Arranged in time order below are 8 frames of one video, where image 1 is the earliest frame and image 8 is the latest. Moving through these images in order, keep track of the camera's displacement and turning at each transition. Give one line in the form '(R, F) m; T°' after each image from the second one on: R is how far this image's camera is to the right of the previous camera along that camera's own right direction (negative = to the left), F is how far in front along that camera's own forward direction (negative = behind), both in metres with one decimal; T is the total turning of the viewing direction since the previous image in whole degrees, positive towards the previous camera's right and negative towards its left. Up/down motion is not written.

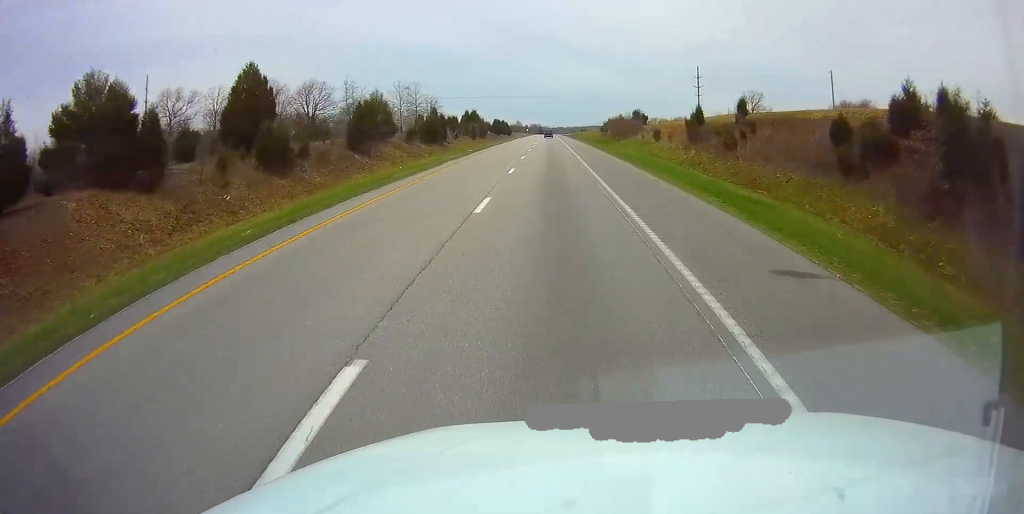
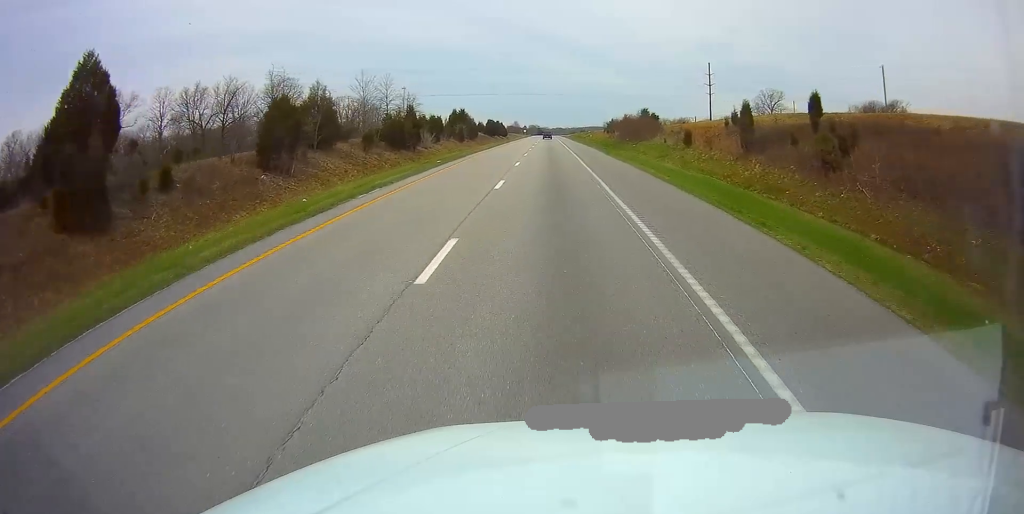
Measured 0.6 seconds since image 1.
(+0.1, +18.7) m; 0°
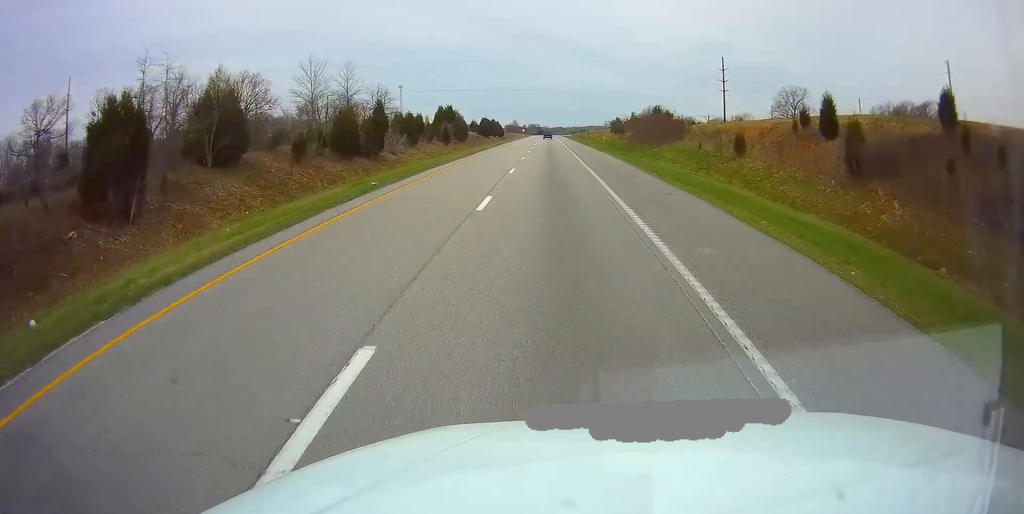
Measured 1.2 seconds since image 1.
(+0.1, +17.7) m; 0°
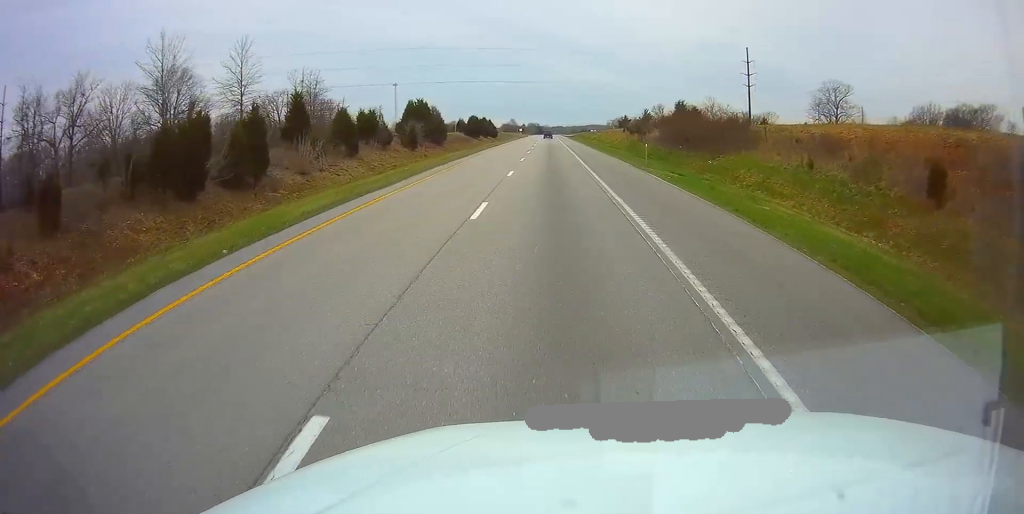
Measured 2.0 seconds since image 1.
(0.0, +26.0) m; 0°
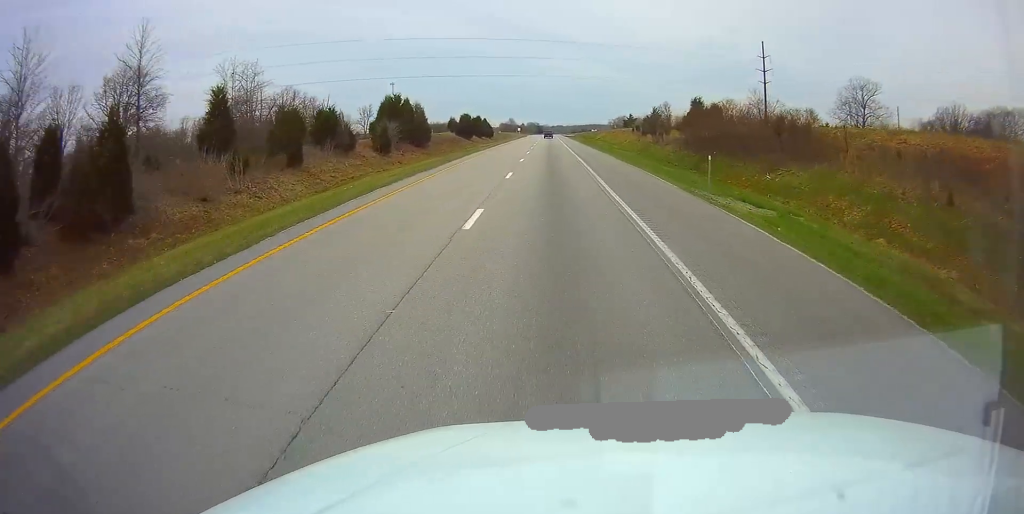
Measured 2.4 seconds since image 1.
(0.0, +13.5) m; 0°
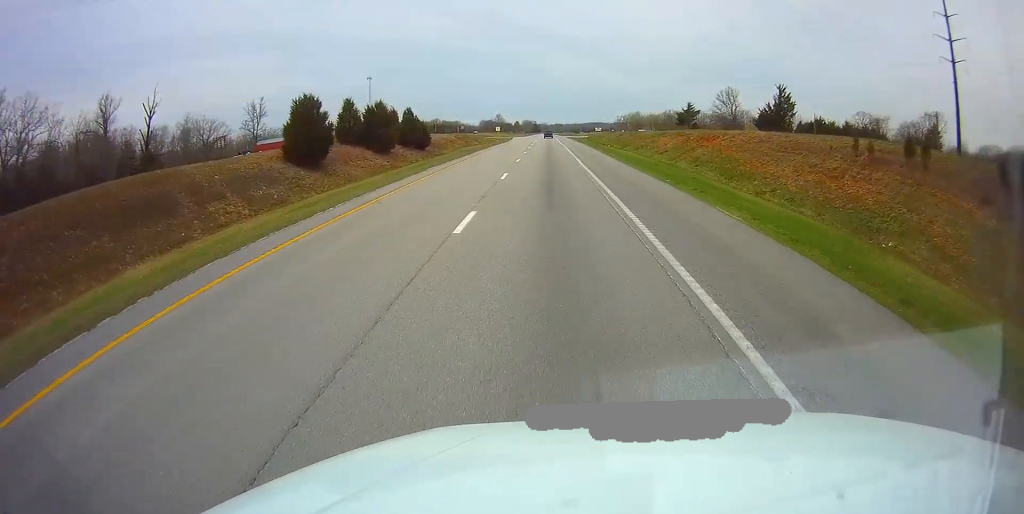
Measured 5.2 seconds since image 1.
(+0.3, +86.3) m; 0°
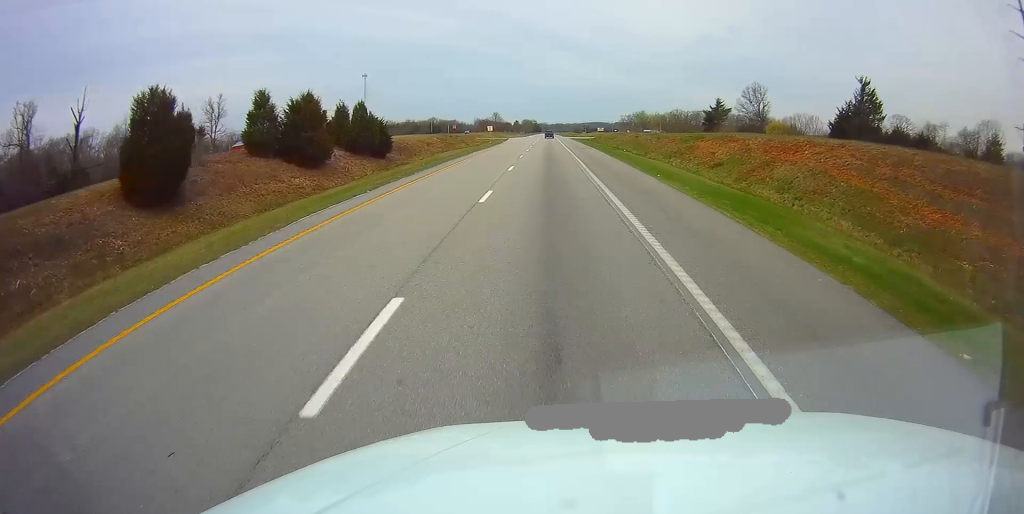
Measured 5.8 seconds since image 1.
(0.0, +19.7) m; 0°
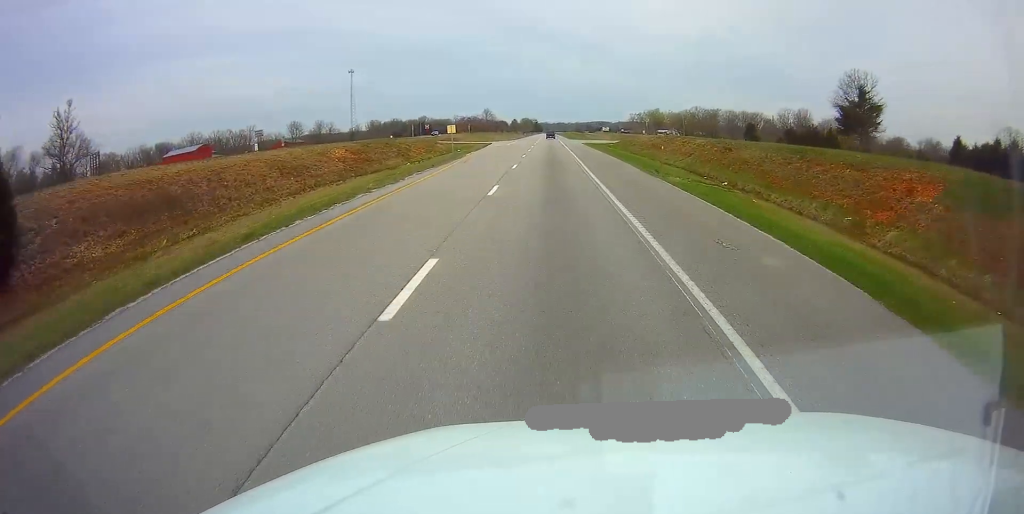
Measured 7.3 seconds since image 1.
(-0.6, +46.6) m; -1°
